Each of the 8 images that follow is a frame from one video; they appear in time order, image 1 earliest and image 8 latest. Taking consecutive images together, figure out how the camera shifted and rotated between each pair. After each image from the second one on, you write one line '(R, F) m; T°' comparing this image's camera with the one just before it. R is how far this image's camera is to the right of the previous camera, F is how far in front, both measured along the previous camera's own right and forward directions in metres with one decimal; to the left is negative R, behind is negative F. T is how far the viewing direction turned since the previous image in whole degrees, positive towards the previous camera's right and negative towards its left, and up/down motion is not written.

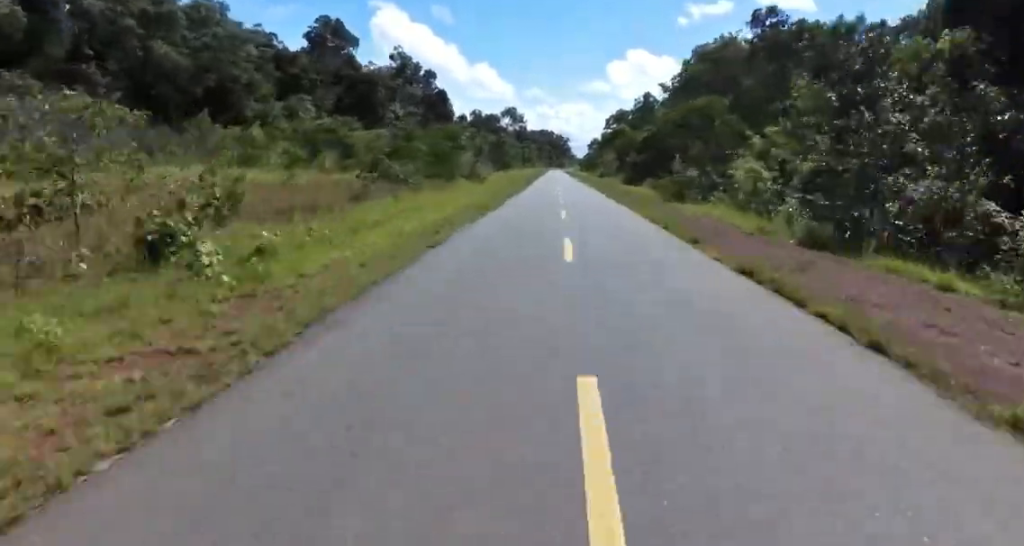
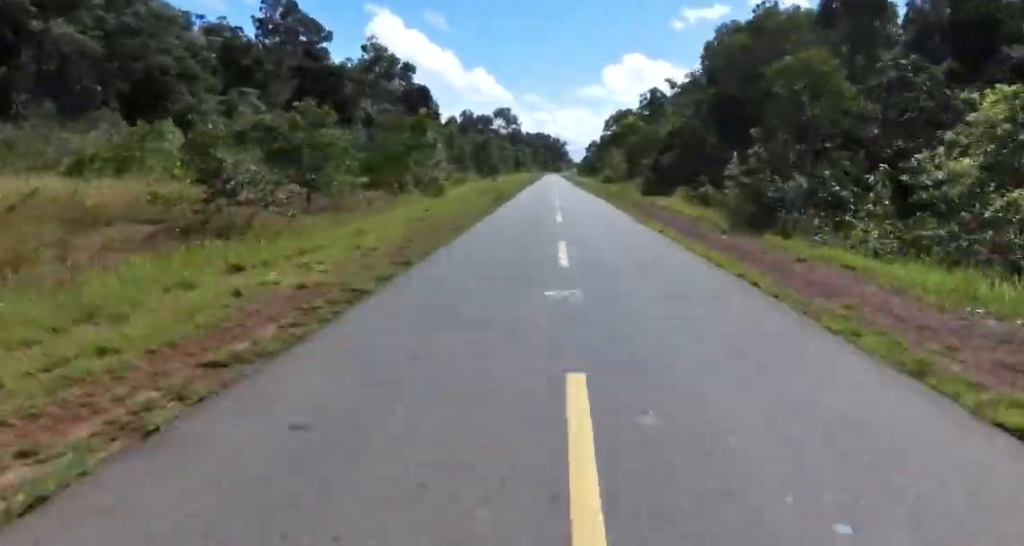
(-0.1, +17.2) m; +1°
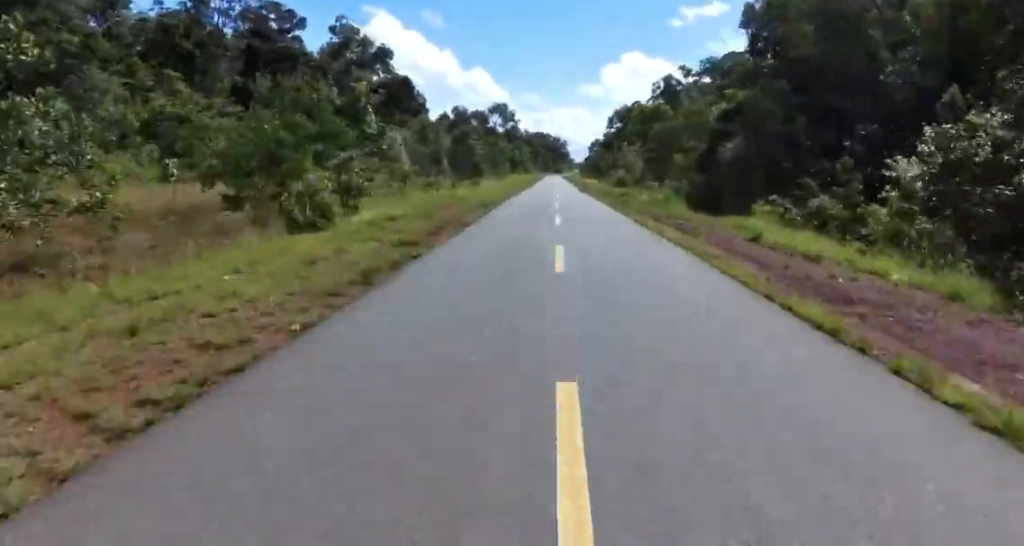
(+0.5, +17.0) m; -1°
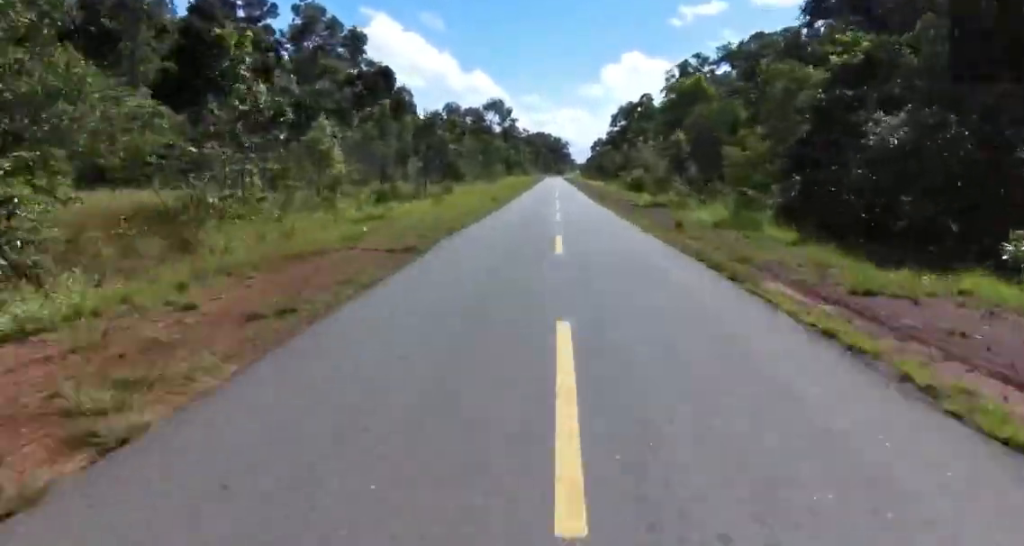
(+0.1, +14.2) m; 0°
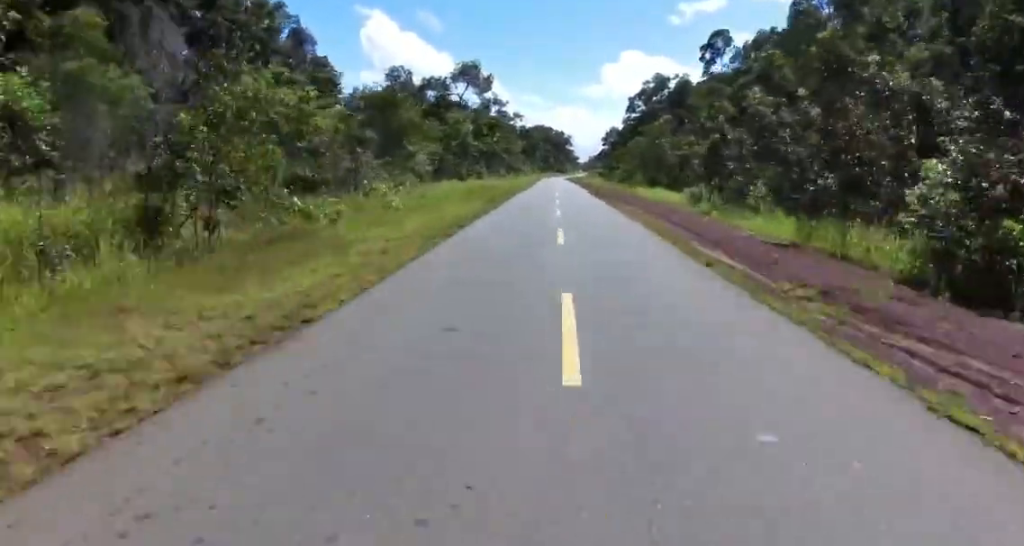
(+0.2, +57.4) m; +1°
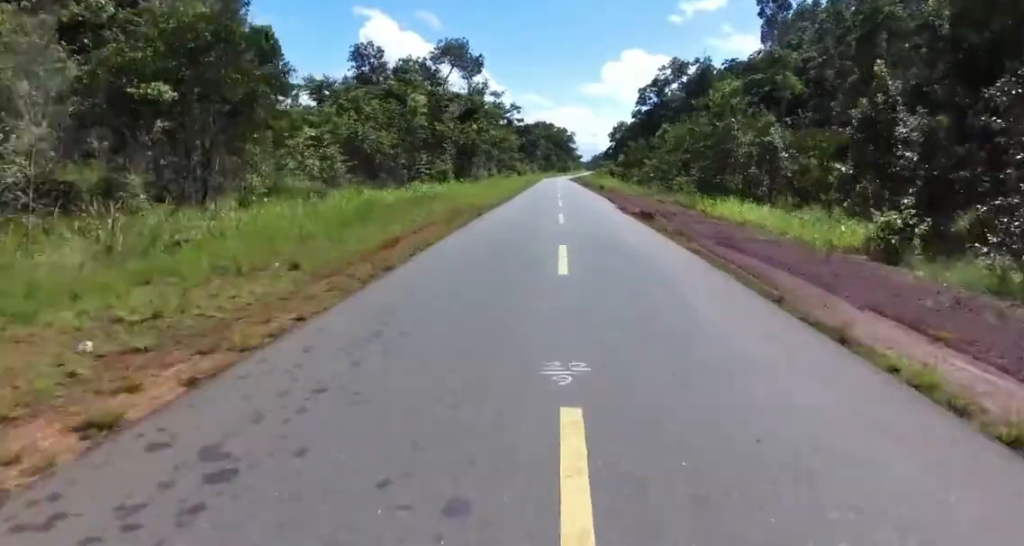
(-0.4, +20.6) m; -1°
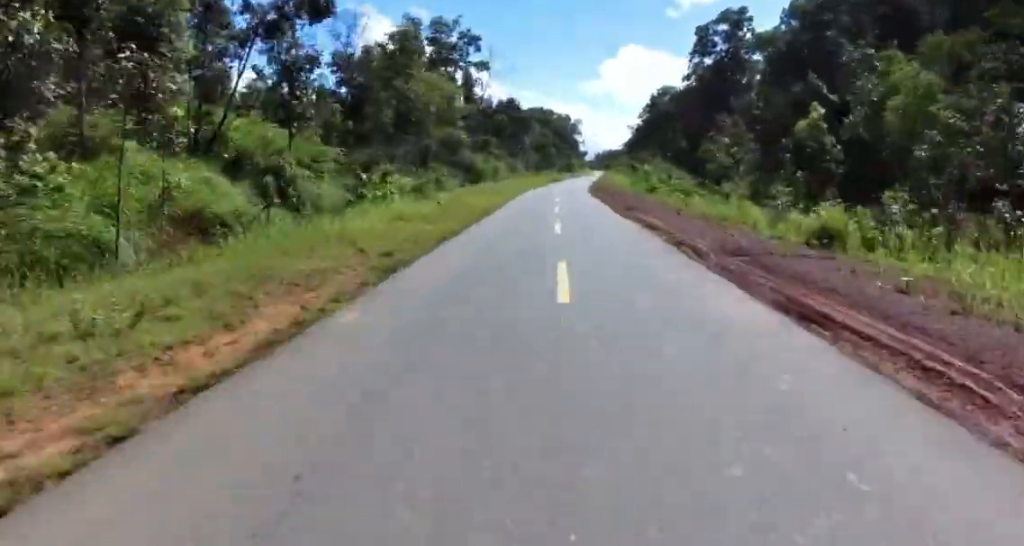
(+0.5, +75.6) m; 0°
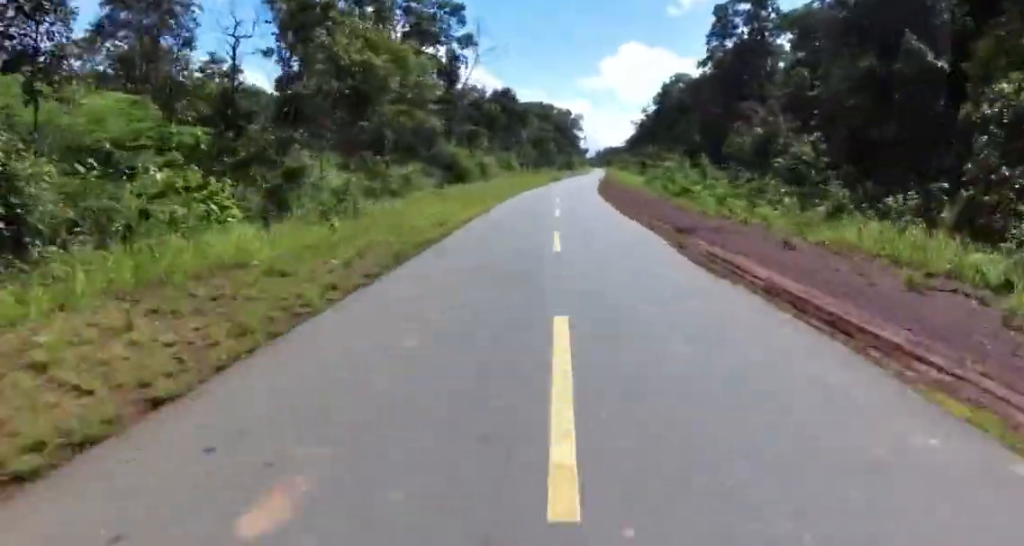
(-0.3, +12.2) m; 0°
